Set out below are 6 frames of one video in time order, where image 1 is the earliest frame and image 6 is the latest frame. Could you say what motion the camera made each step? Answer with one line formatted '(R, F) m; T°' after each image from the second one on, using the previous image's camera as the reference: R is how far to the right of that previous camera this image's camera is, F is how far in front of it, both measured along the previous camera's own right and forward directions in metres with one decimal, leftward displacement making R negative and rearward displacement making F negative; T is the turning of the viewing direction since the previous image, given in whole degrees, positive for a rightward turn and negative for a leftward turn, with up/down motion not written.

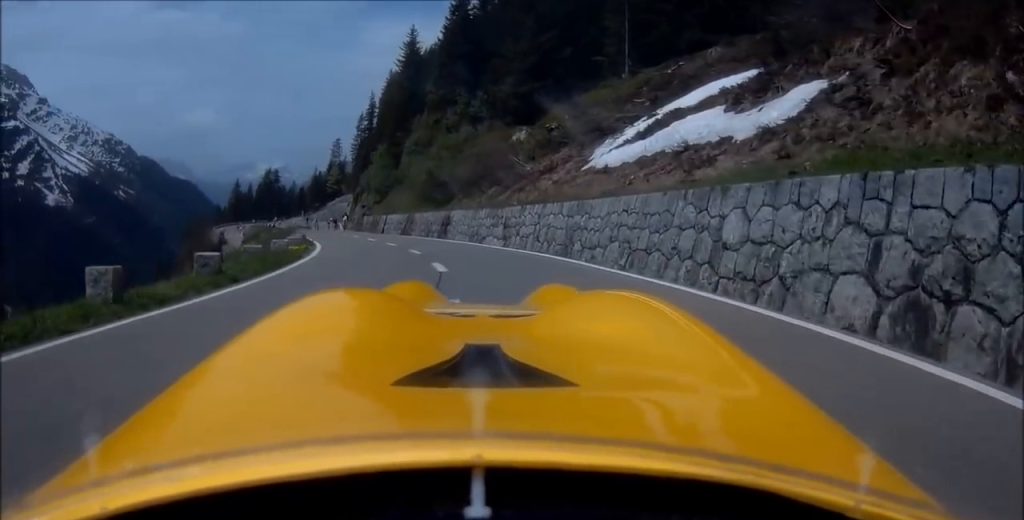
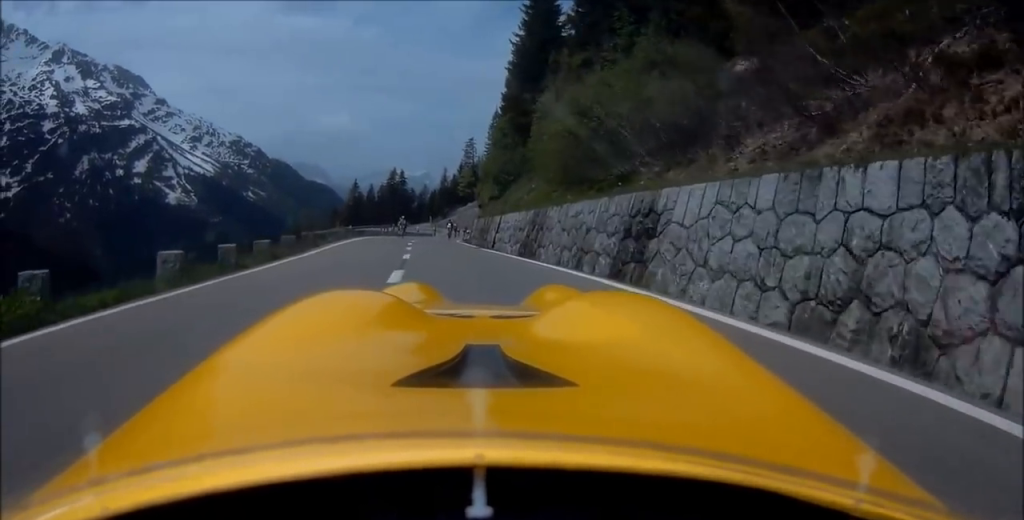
(-2.9, +20.9) m; -8°
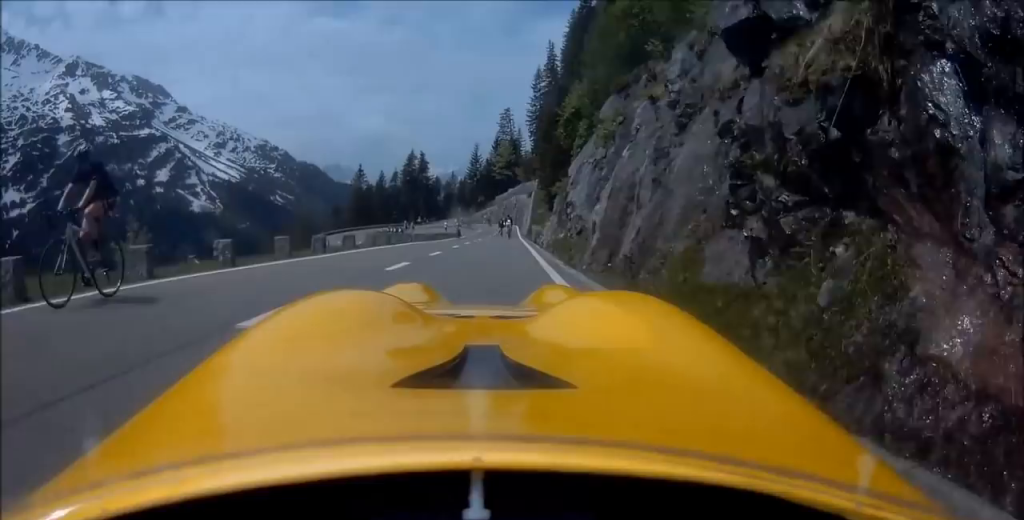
(-2.3, +39.8) m; -12°
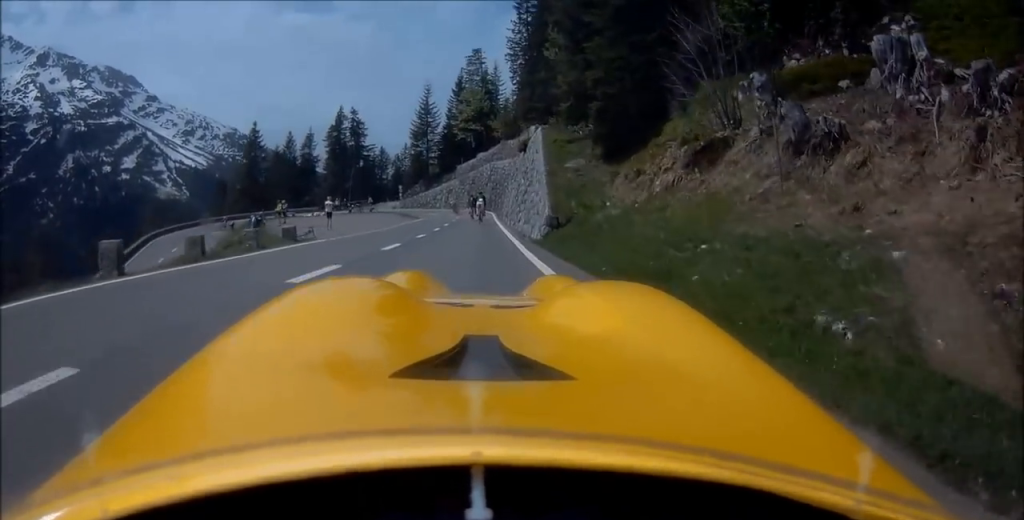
(-9.0, +43.4) m; -16°
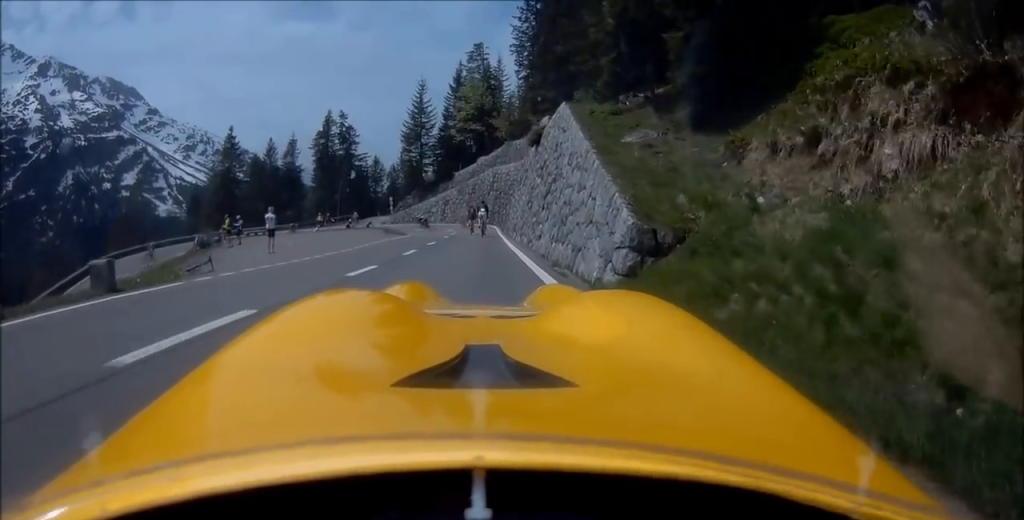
(-0.4, +8.9) m; -2°
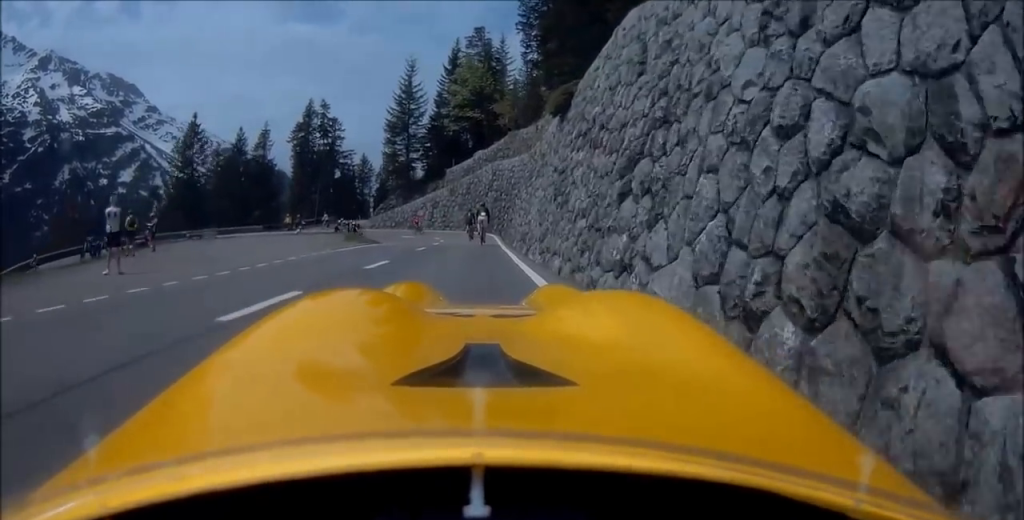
(-0.2, +10.5) m; -1°
